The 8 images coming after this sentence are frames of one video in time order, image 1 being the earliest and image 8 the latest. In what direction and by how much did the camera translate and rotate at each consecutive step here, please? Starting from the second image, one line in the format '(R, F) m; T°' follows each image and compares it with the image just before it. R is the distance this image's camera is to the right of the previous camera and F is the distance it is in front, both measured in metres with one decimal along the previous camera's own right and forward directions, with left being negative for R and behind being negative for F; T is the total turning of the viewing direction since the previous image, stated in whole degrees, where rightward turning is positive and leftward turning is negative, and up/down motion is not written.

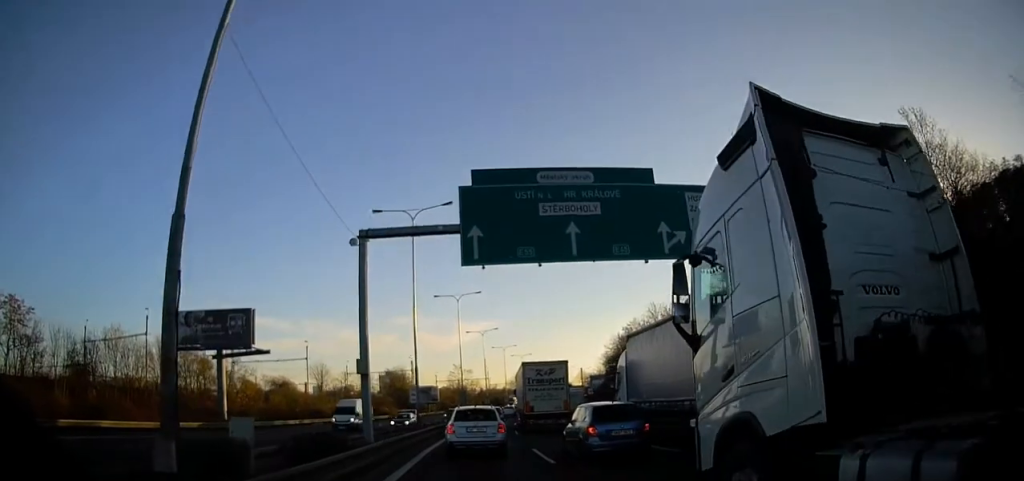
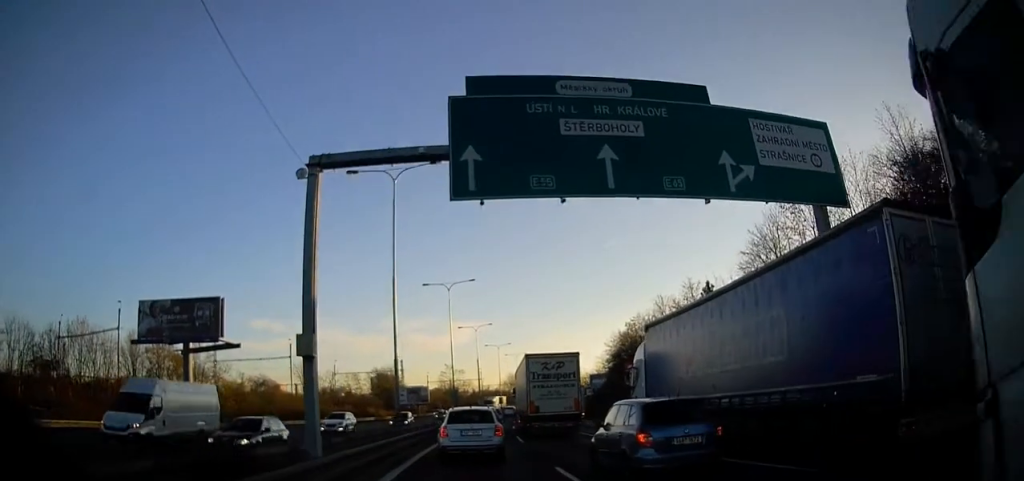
(0.0, +6.7) m; 0°
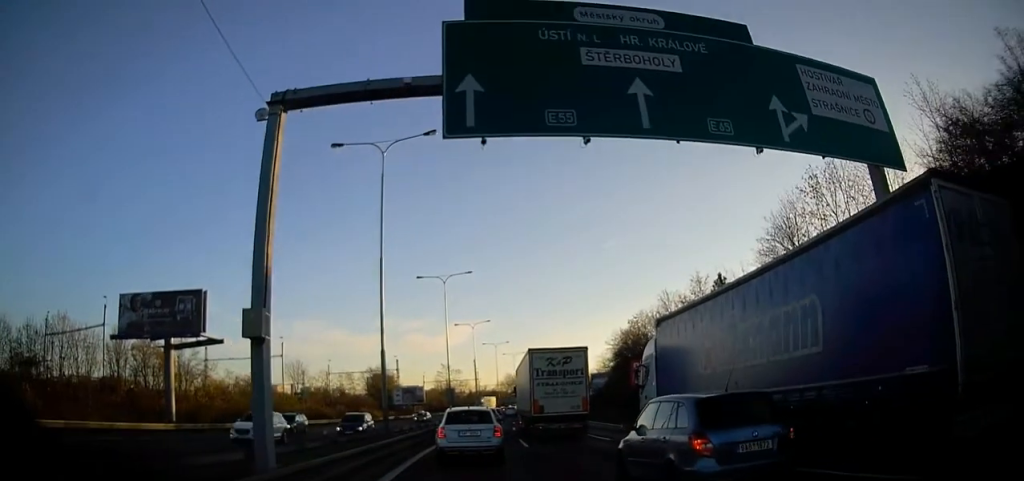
(0.0, +3.5) m; 0°
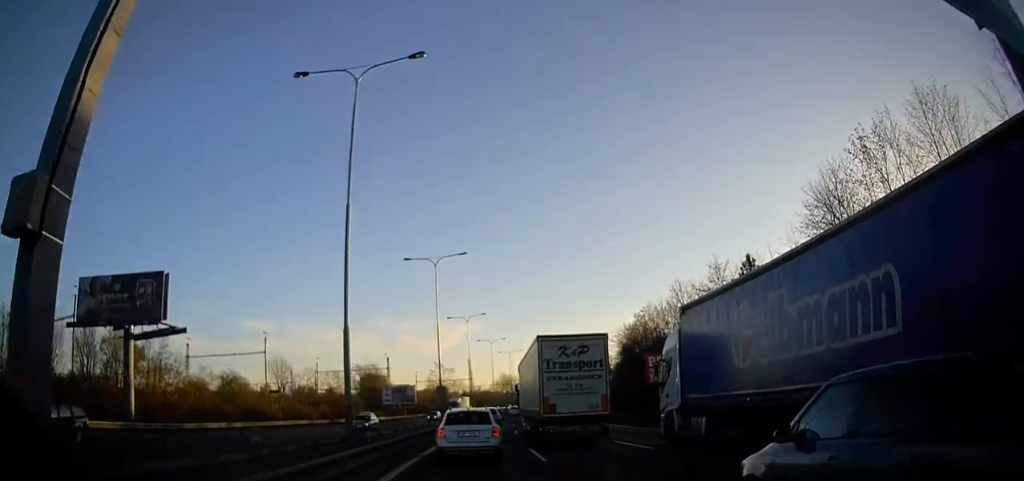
(0.0, +7.1) m; 0°
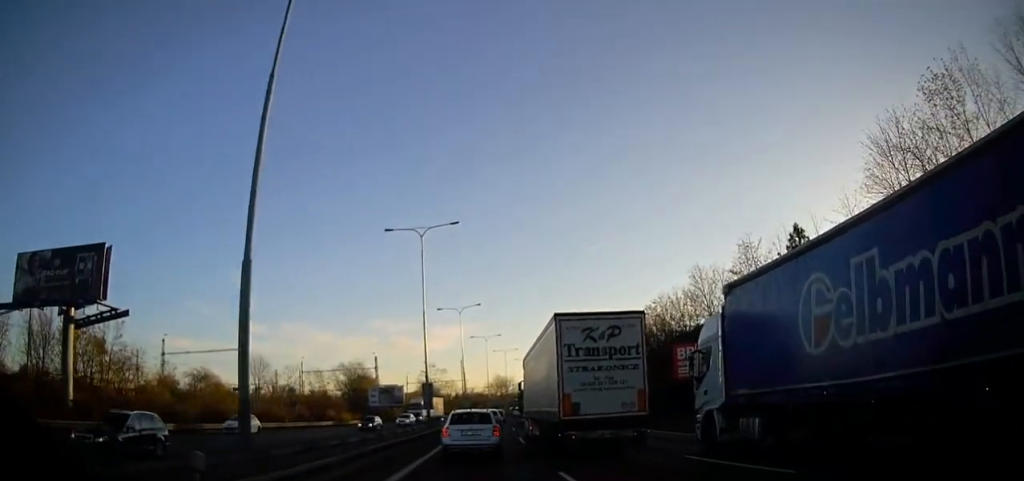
(0.0, +8.9) m; -1°
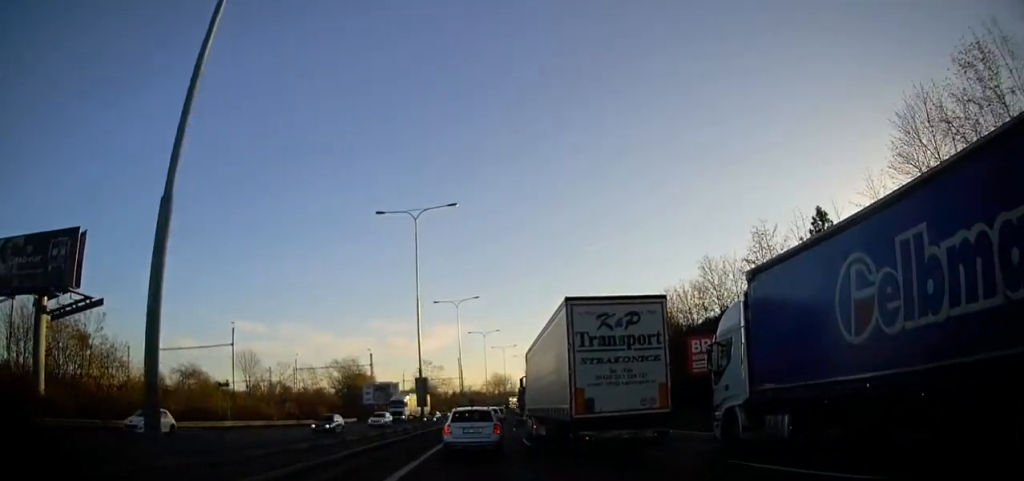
(0.0, +3.4) m; 0°
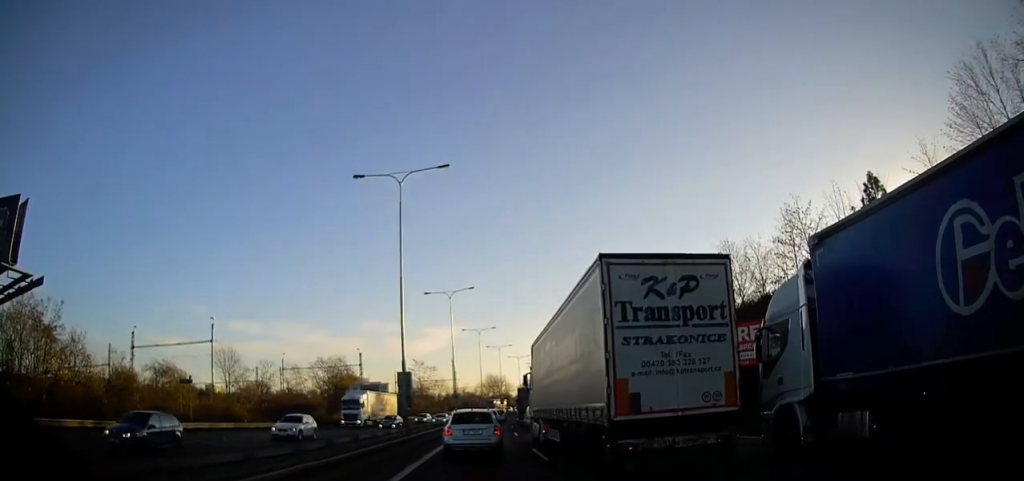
(0.0, +6.2) m; 0°
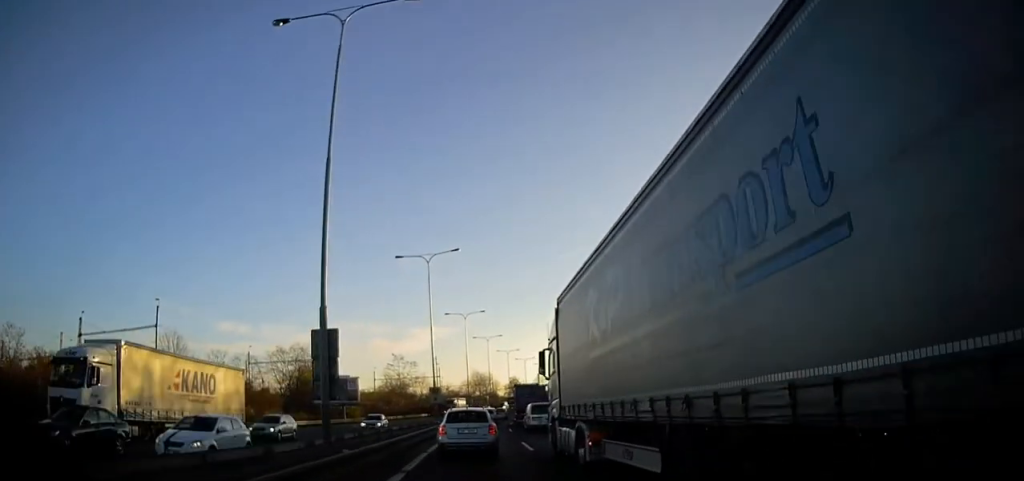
(+0.1, +13.4) m; +1°
